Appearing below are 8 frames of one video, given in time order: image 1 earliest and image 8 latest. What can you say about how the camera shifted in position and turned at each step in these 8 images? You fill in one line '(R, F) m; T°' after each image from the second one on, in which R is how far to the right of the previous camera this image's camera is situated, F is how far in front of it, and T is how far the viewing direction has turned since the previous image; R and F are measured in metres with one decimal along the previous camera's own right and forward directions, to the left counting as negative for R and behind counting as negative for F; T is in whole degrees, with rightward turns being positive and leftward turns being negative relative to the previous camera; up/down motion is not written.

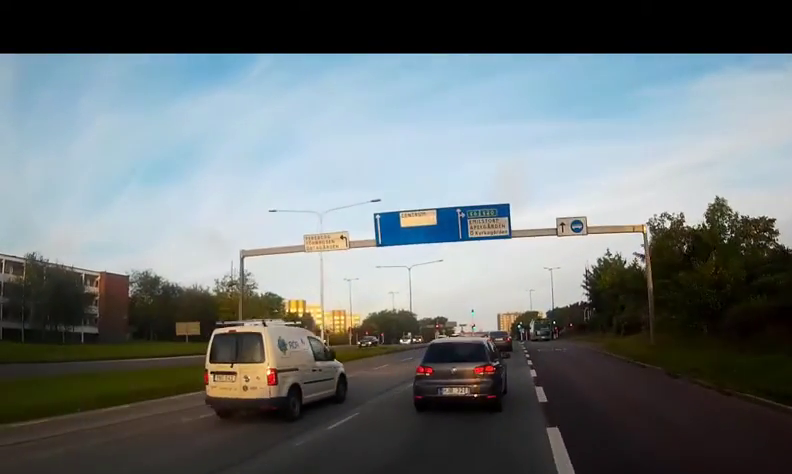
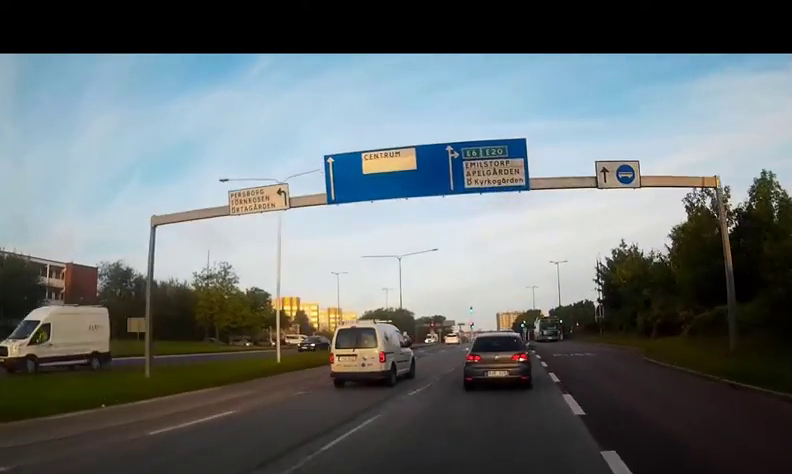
(+0.1, +7.7) m; +2°
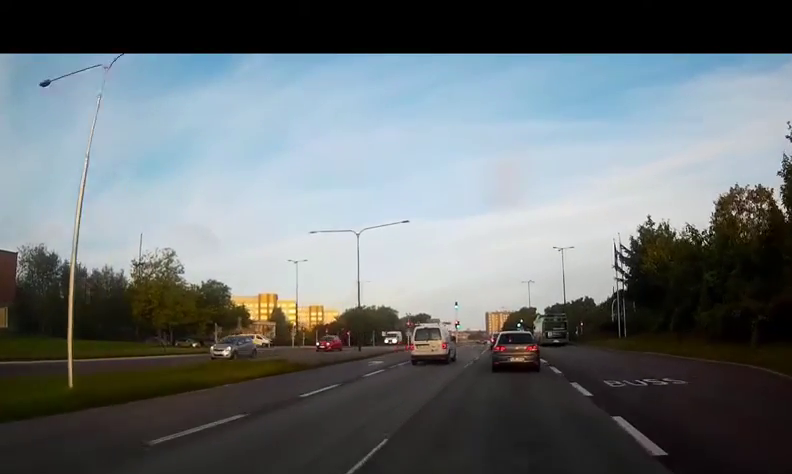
(+0.5, +14.8) m; +2°
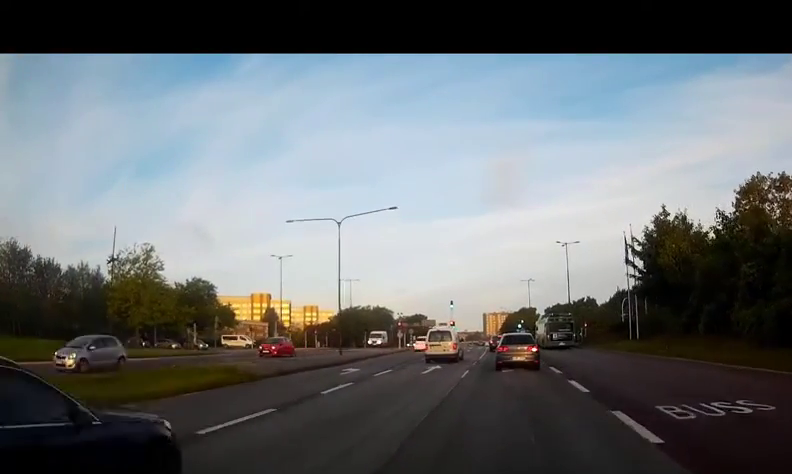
(0.0, +5.1) m; 0°
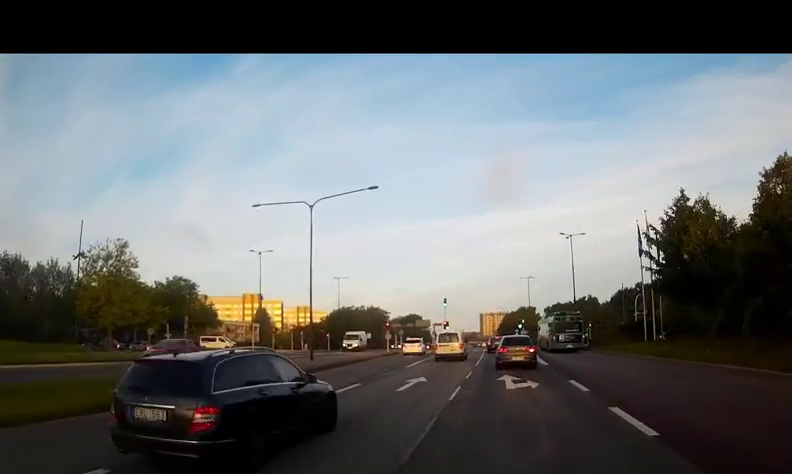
(0.0, +5.6) m; 0°
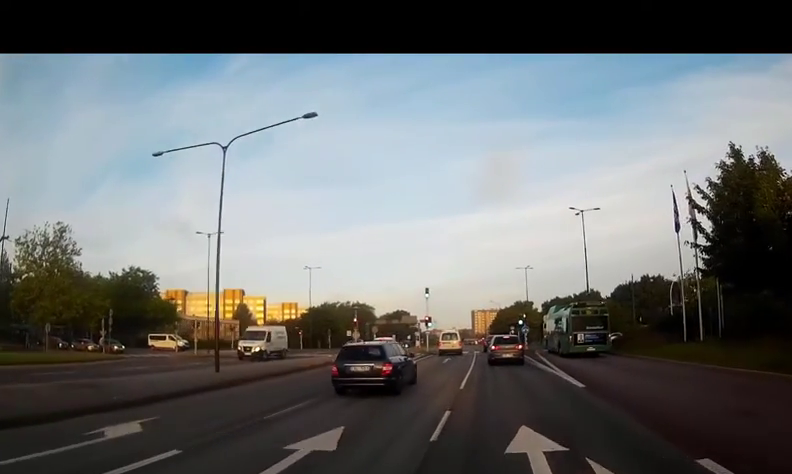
(+0.1, +10.5) m; 0°
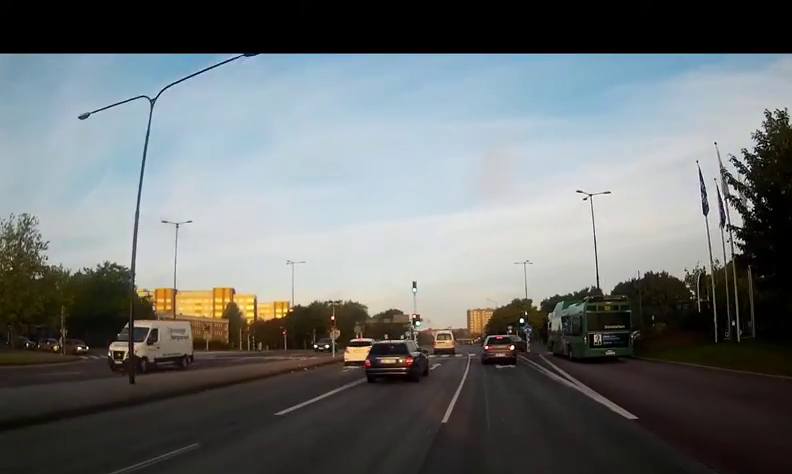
(+0.1, +5.3) m; -2°
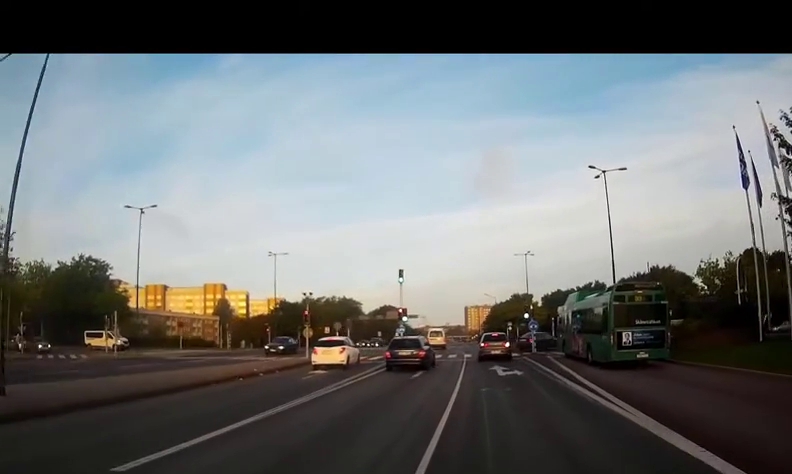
(-0.3, +5.2) m; -2°
